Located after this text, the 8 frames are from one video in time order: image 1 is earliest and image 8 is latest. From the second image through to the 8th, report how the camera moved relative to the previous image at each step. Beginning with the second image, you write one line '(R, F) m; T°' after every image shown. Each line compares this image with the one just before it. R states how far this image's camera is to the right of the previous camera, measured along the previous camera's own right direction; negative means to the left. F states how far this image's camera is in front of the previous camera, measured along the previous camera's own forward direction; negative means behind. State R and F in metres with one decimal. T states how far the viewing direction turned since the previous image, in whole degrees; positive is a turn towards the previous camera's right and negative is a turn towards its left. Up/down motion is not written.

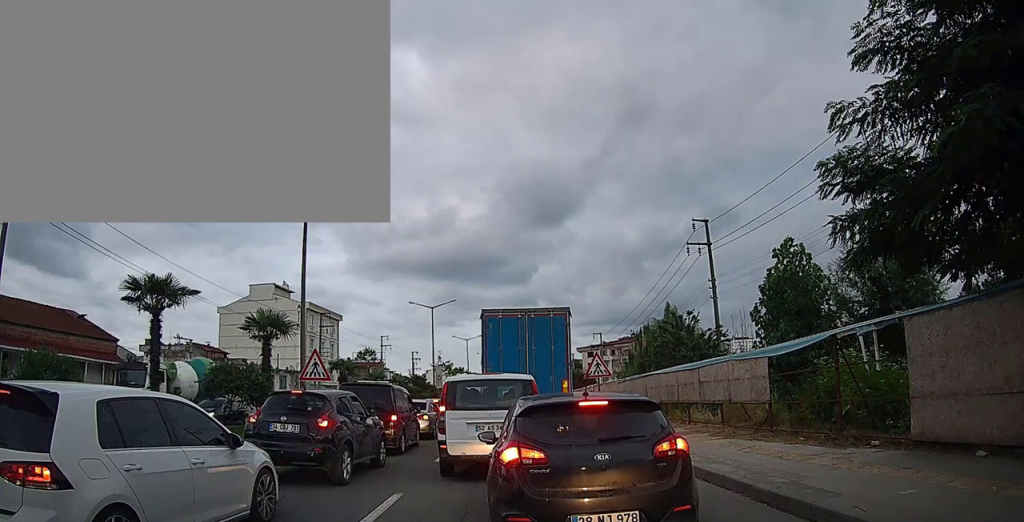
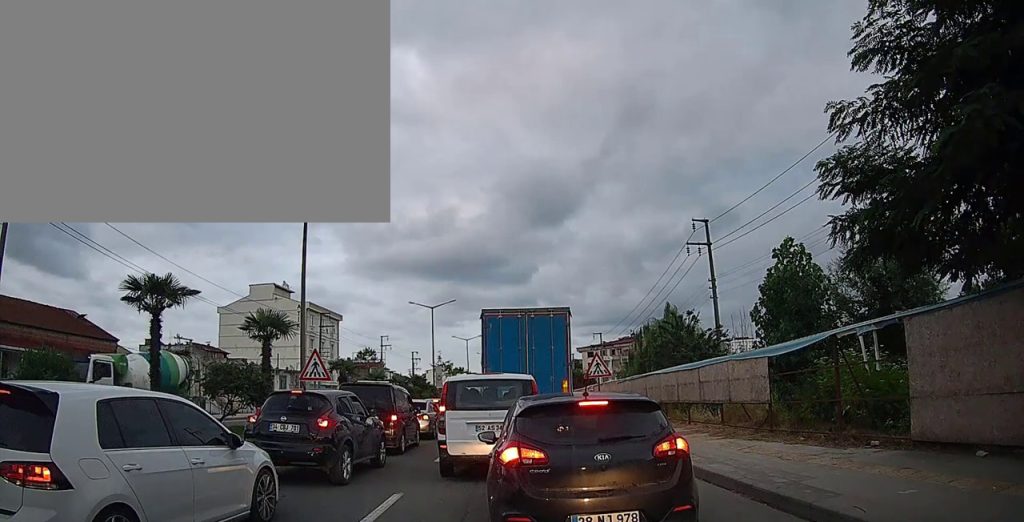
(0.0, 0.0) m; 0°
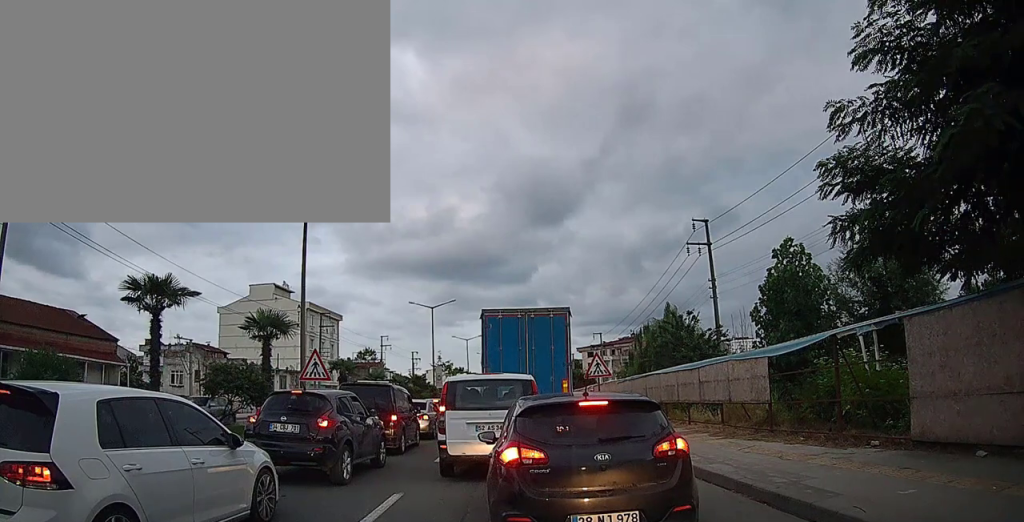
(0.0, 0.0) m; 0°
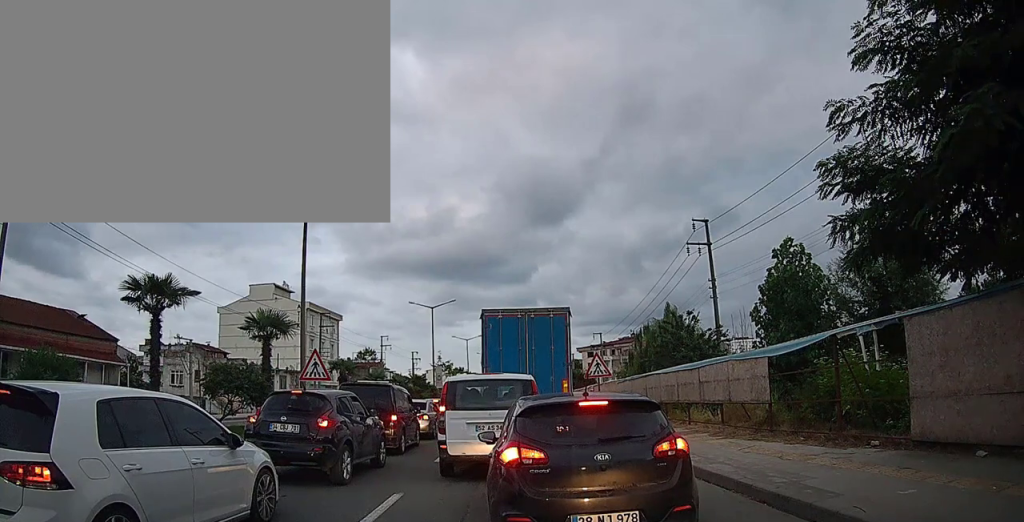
(0.0, 0.0) m; 0°
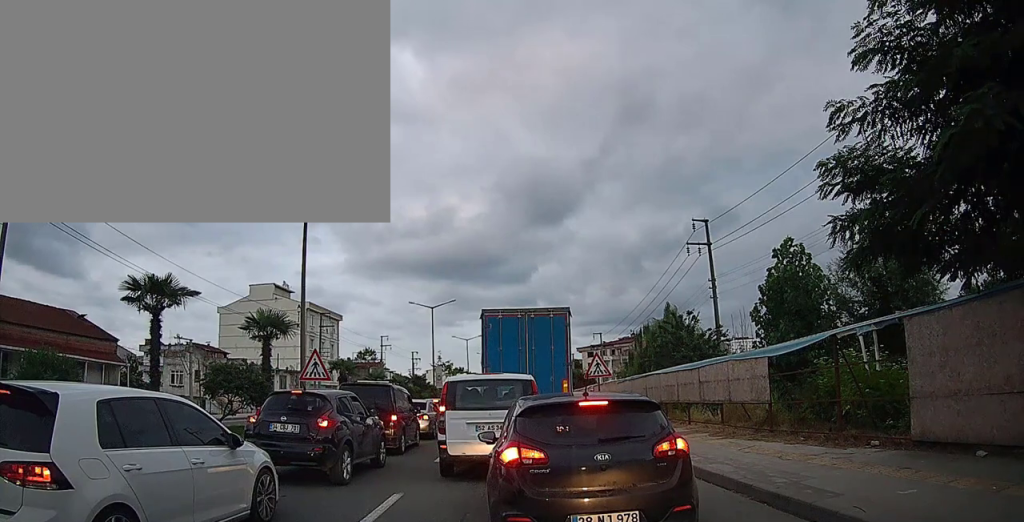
(0.0, 0.0) m; 0°
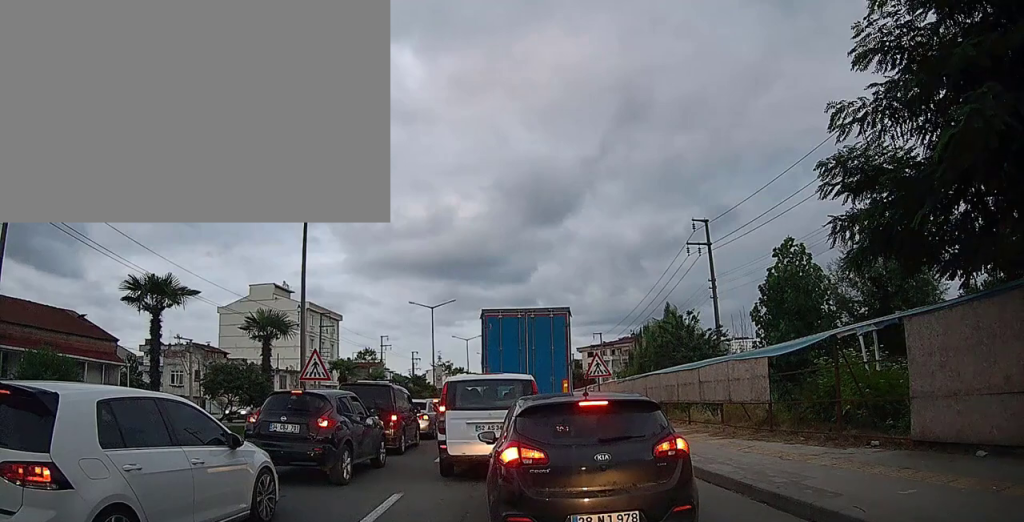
(0.0, 0.0) m; 0°
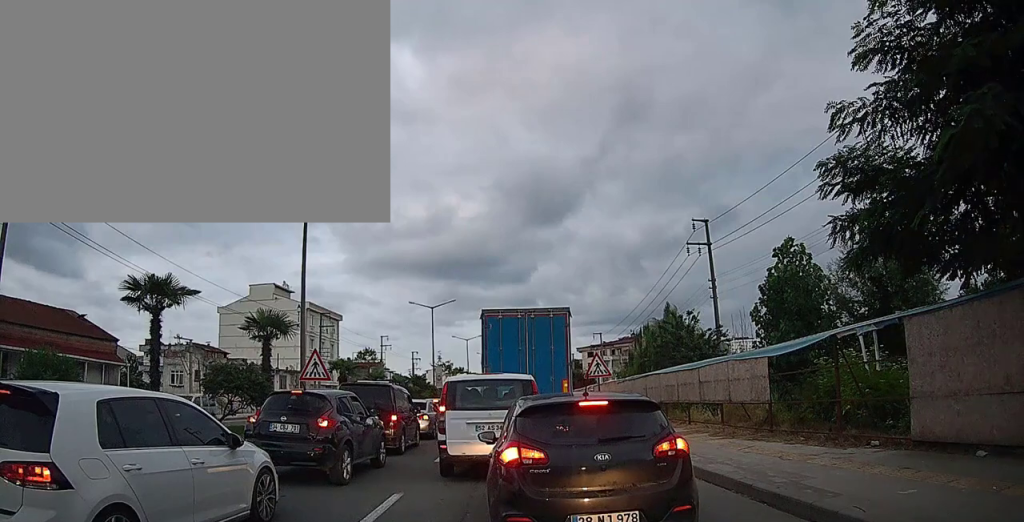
(0.0, 0.0) m; 0°
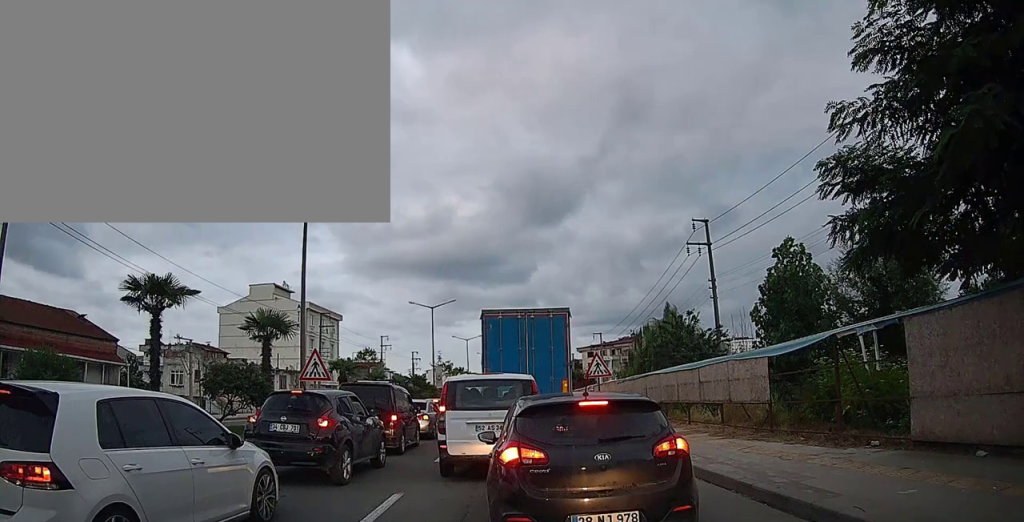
(0.0, 0.0) m; 0°
